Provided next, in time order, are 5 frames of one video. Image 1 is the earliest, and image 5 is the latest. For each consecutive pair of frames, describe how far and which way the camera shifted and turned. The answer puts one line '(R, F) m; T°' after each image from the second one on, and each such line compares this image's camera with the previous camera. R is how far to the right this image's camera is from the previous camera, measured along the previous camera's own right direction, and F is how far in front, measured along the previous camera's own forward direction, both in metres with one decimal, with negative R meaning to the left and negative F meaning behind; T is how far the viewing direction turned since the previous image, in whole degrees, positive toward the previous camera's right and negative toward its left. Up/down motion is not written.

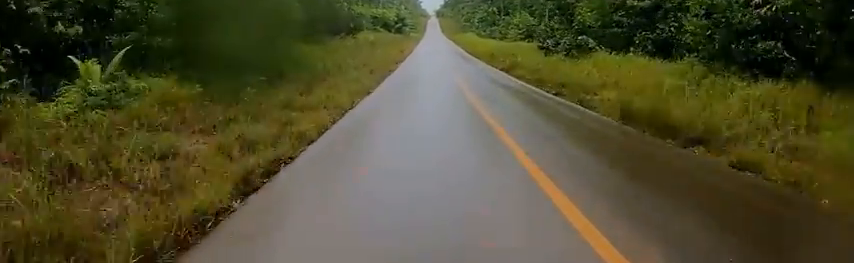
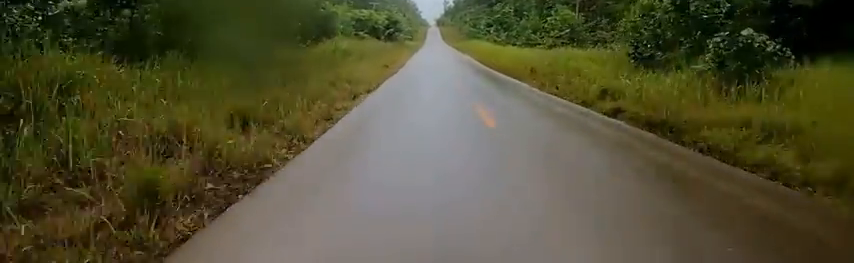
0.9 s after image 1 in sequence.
(+0.2, +12.9) m; +4°
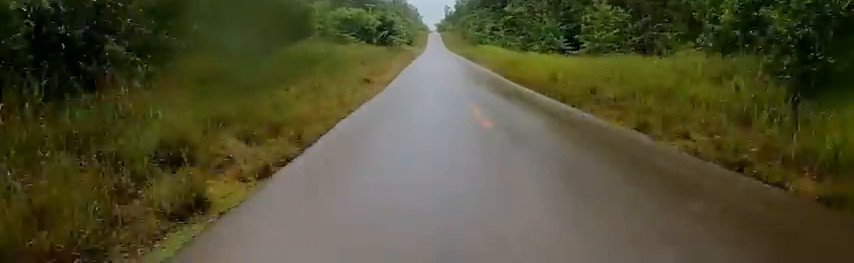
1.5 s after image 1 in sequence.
(+0.8, +8.1) m; 0°
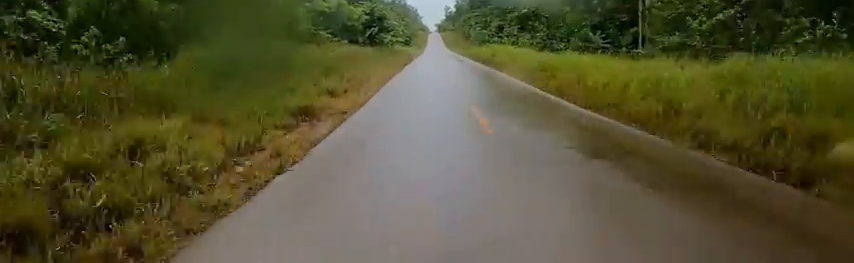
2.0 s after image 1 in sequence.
(-0.1, +8.1) m; -1°
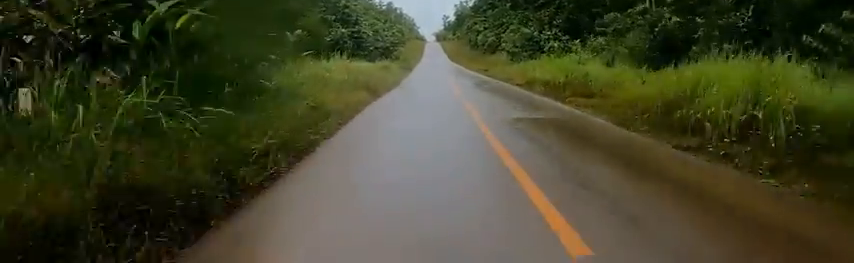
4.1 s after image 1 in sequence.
(-0.5, +29.2) m; +1°
